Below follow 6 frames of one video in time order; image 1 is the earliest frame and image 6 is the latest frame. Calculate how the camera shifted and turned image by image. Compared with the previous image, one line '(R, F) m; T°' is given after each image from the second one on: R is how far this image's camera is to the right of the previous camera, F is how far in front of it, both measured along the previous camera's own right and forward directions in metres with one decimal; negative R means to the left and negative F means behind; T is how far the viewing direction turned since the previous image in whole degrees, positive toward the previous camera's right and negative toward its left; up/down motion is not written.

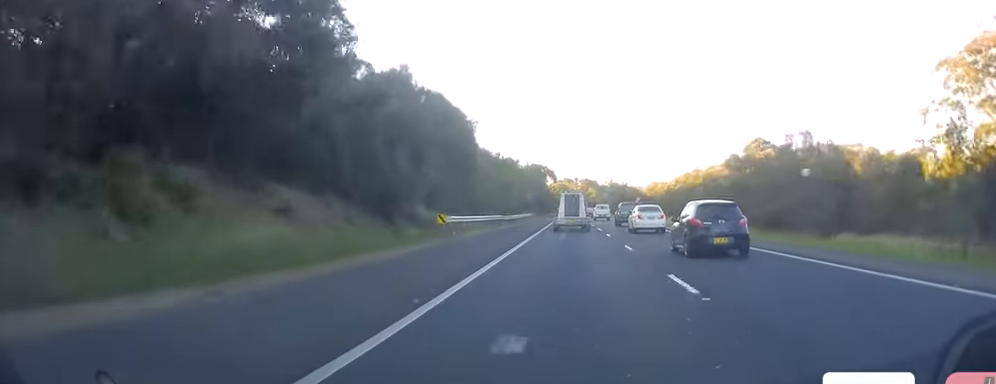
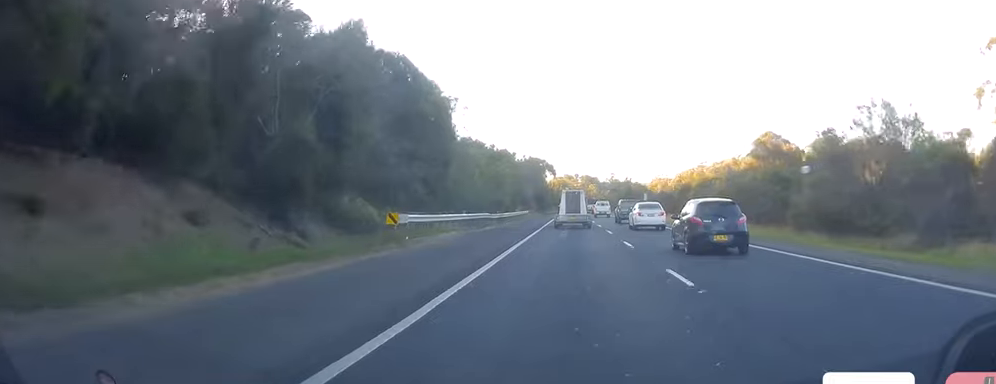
(-0.2, +11.3) m; -1°
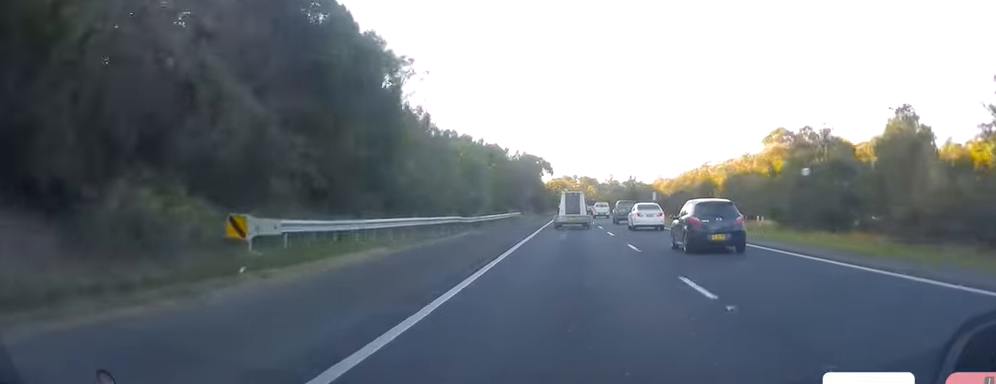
(-0.1, +13.9) m; -1°
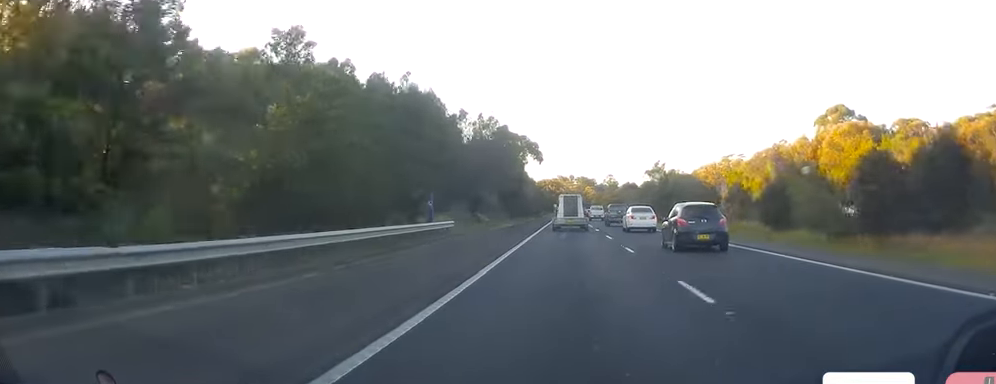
(+1.0, +48.5) m; +1°
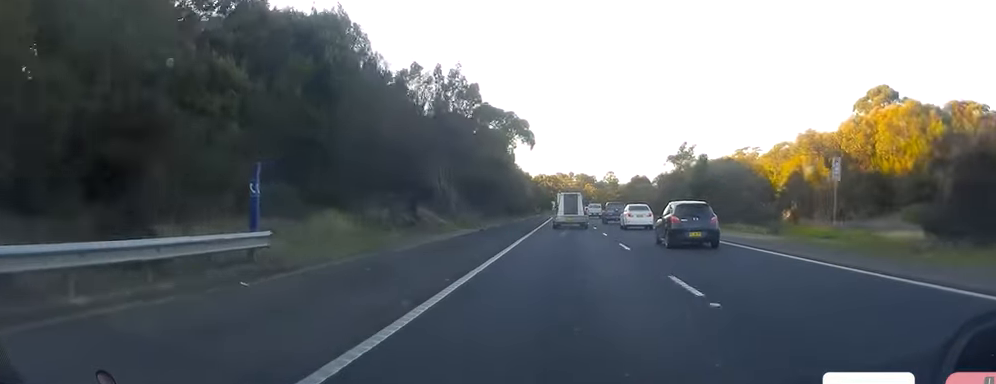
(-0.4, +23.5) m; -1°
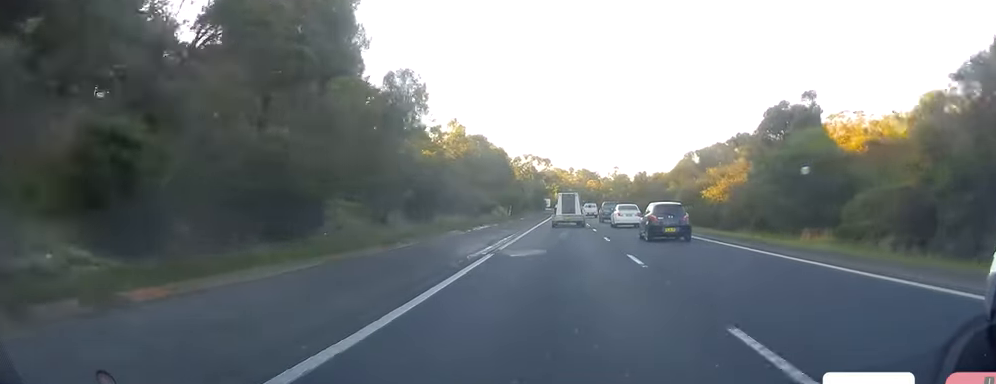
(+1.8, +90.3) m; +2°
